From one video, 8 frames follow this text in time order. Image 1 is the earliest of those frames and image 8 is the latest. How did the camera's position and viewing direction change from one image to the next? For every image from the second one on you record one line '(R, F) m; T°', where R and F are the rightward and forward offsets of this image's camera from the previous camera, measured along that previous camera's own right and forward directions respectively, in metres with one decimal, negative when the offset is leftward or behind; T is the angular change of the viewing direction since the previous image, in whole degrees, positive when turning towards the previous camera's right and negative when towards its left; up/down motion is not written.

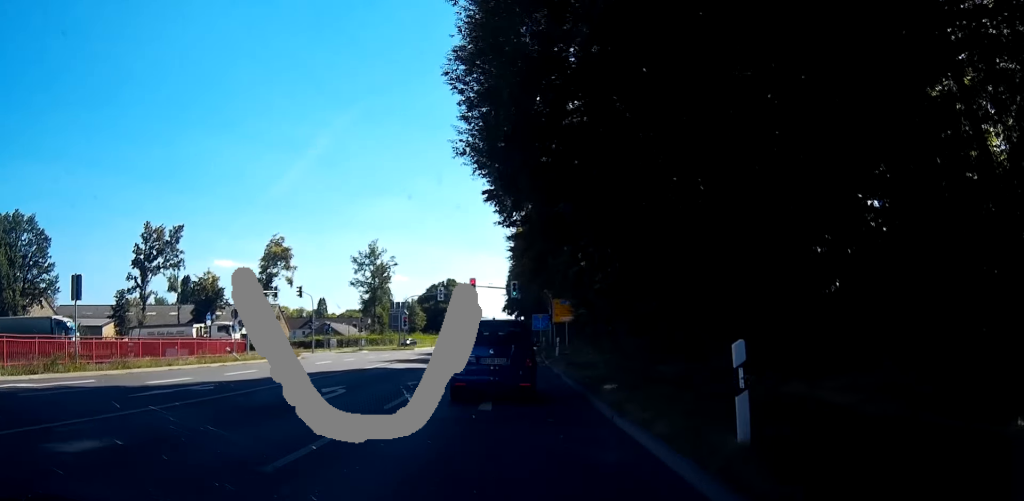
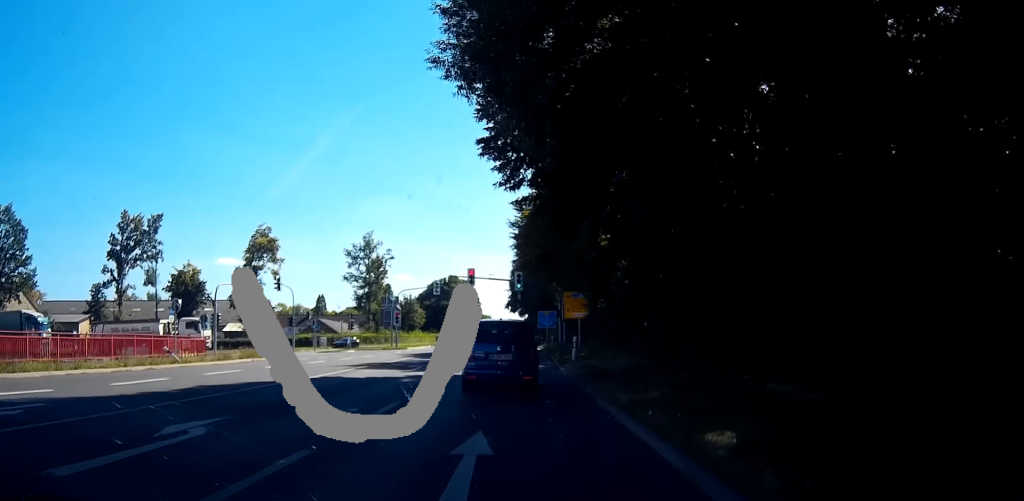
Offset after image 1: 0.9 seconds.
(0.0, +9.2) m; -1°
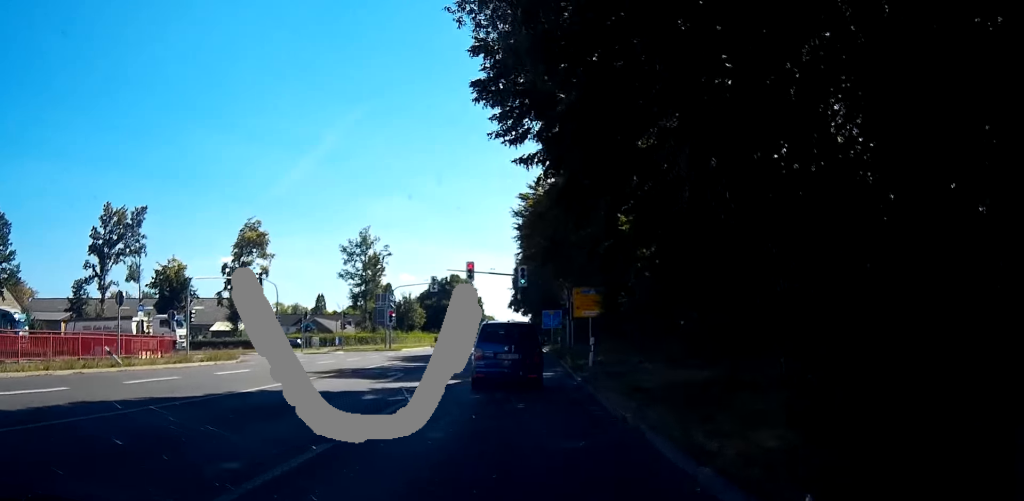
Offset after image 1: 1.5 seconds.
(-0.1, +6.1) m; +1°
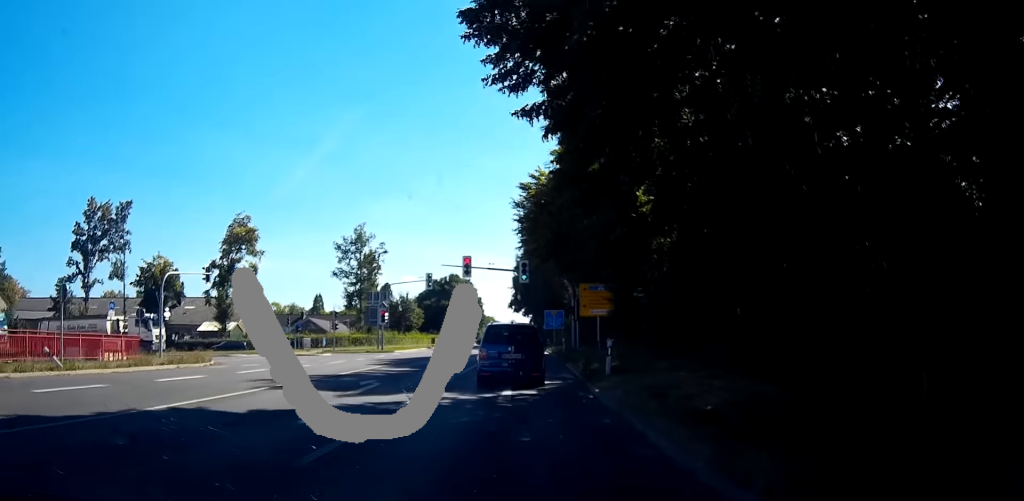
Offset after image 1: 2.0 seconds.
(0.0, +4.5) m; +1°
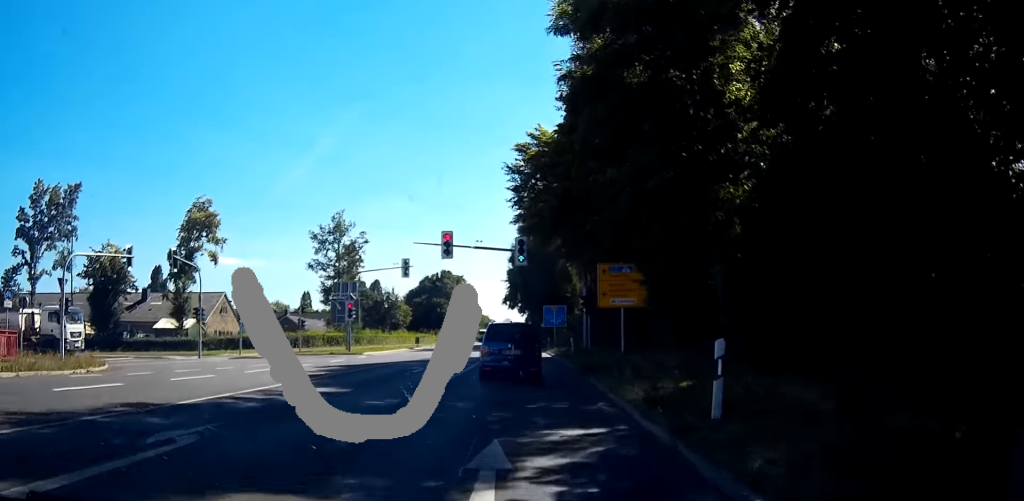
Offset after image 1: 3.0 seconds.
(+0.4, +11.4) m; +2°
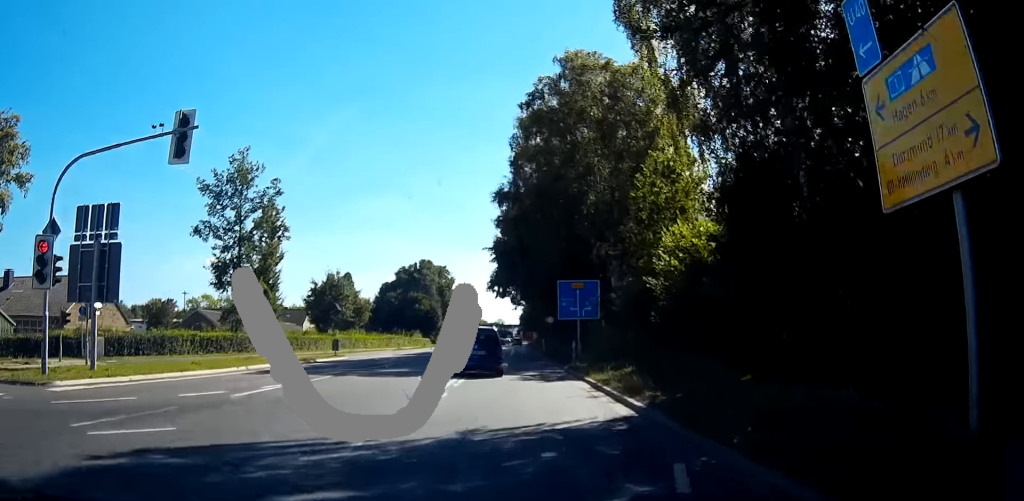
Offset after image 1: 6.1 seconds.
(-0.3, +38.2) m; +1°
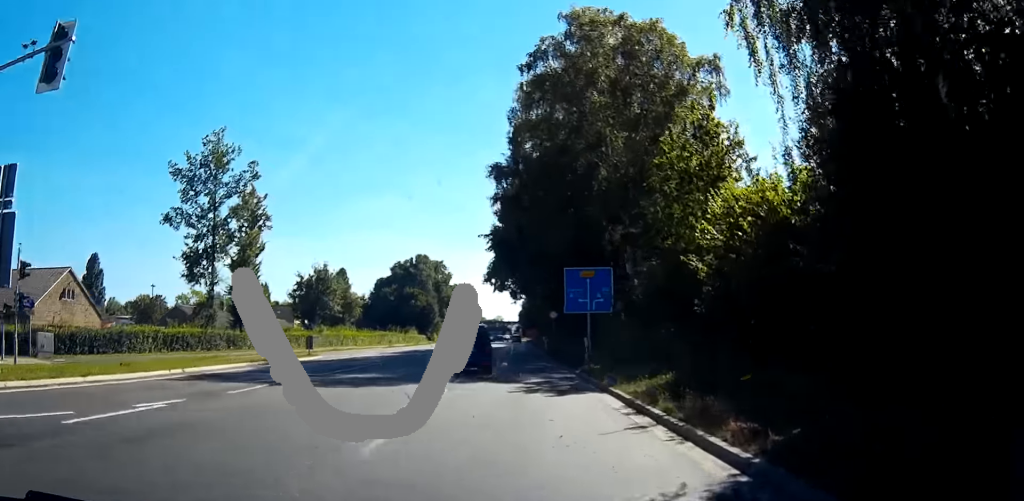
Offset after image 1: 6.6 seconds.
(+0.2, +6.5) m; +1°
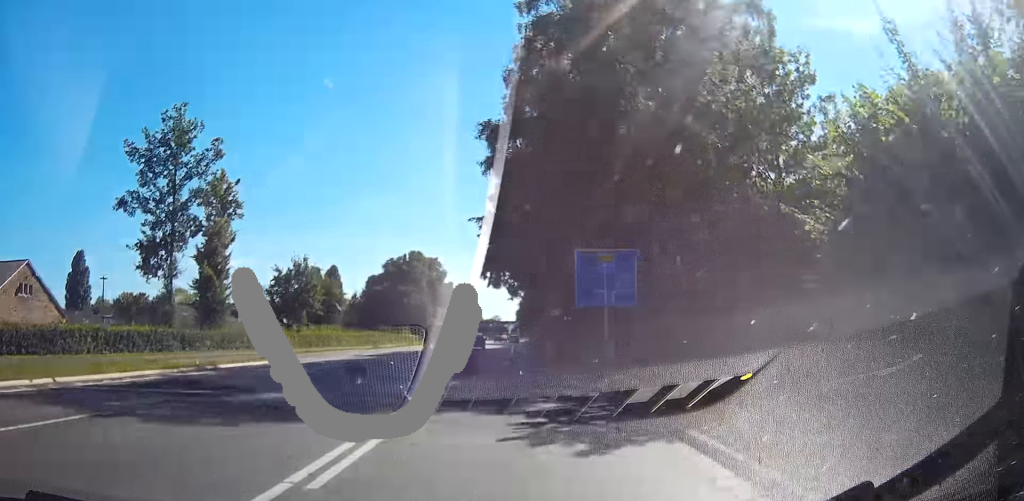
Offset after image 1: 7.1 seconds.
(0.0, +8.0) m; 0°
